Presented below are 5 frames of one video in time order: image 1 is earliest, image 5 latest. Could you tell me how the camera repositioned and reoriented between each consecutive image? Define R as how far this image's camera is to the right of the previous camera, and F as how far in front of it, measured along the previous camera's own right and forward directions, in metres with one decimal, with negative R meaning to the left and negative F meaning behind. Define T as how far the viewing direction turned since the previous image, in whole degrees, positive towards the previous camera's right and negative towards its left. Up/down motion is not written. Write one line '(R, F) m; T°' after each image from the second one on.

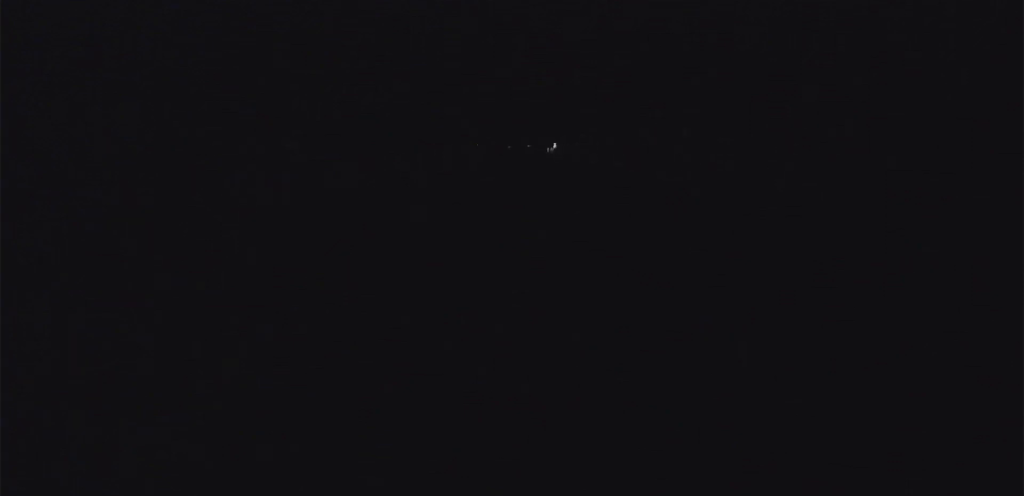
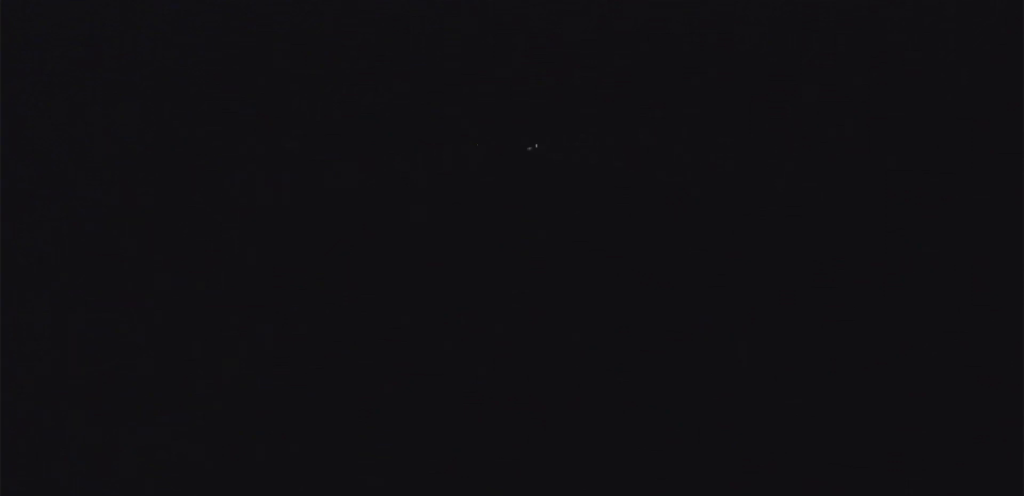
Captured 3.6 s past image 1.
(+0.3, +70.7) m; +1°
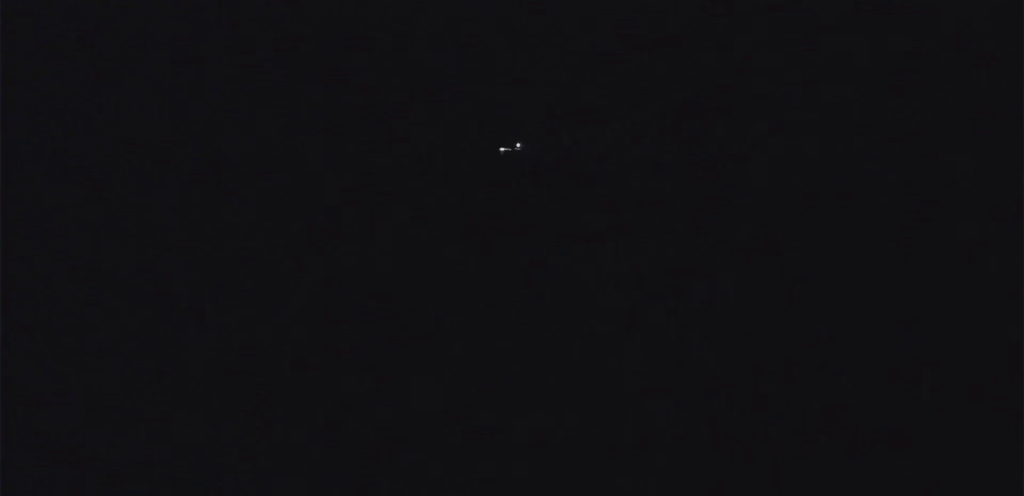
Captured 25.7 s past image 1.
(+15.0, +474.8) m; +3°
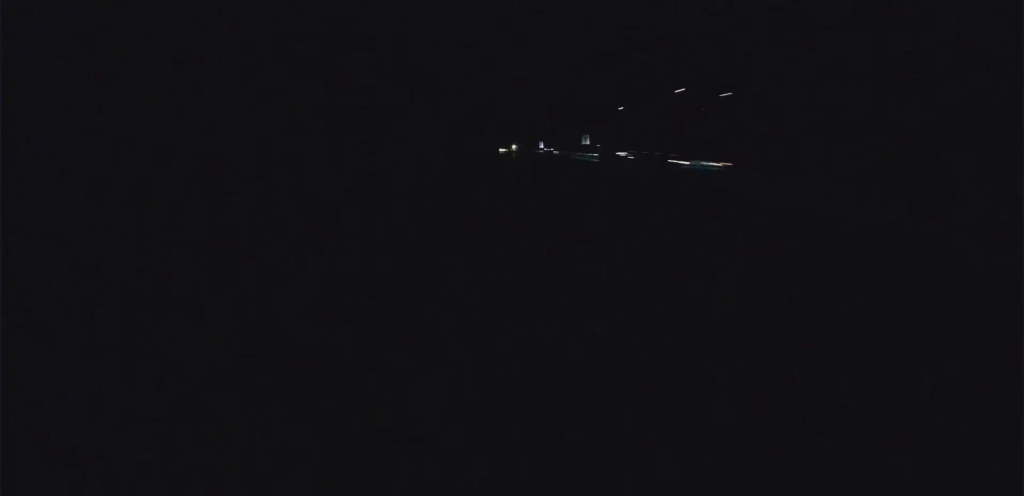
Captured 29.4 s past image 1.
(-0.2, +91.2) m; +1°
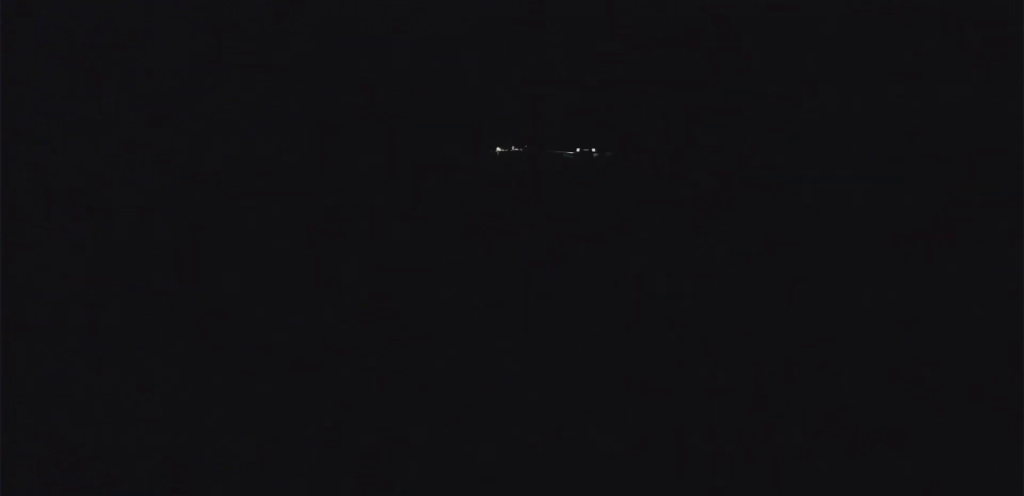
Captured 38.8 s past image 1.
(+5.6, +258.0) m; +2°
